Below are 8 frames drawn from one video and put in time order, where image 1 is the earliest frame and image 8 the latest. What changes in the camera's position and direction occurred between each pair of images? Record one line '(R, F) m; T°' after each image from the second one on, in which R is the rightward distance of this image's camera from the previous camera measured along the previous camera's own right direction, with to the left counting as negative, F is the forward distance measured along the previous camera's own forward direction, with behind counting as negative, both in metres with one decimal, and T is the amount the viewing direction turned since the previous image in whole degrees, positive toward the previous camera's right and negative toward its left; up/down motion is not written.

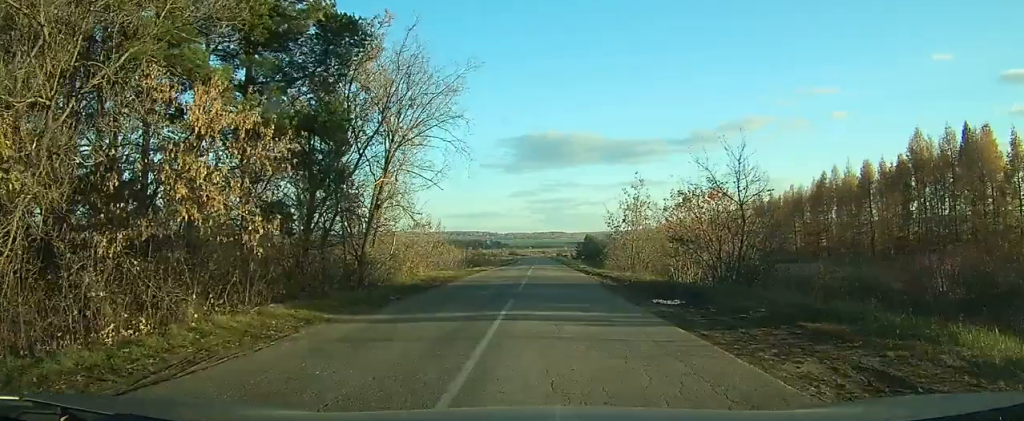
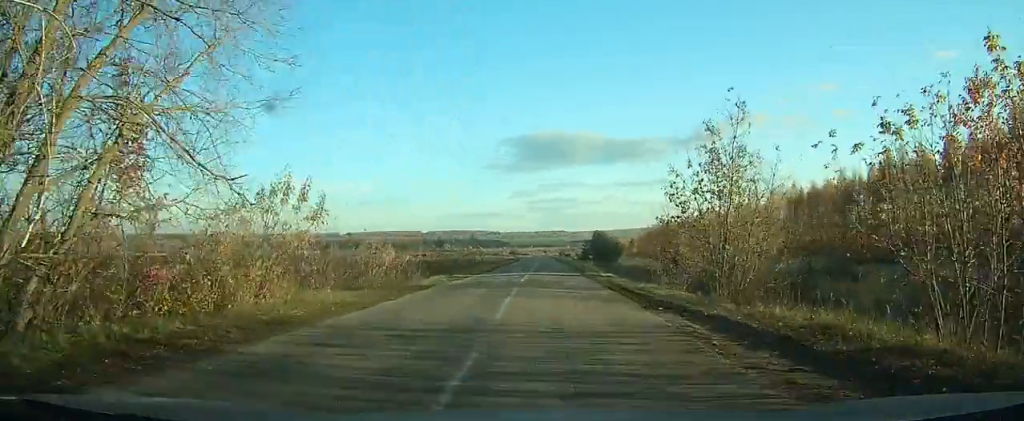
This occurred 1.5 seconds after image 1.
(+0.7, +21.1) m; +1°
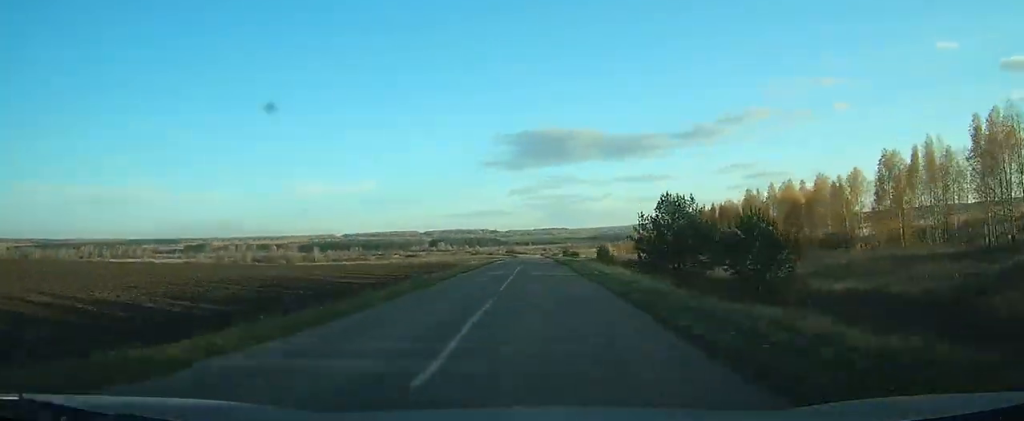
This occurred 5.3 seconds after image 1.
(-1.8, +65.4) m; -3°
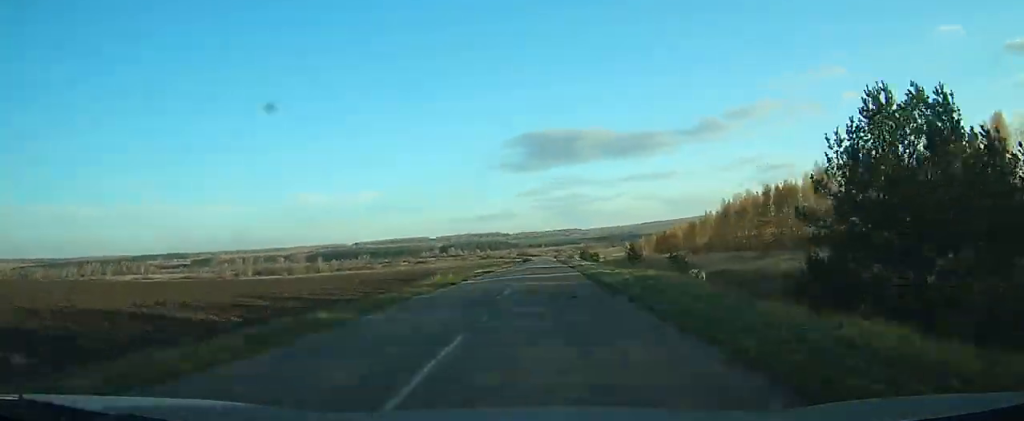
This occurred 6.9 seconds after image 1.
(-0.2, +28.8) m; -1°
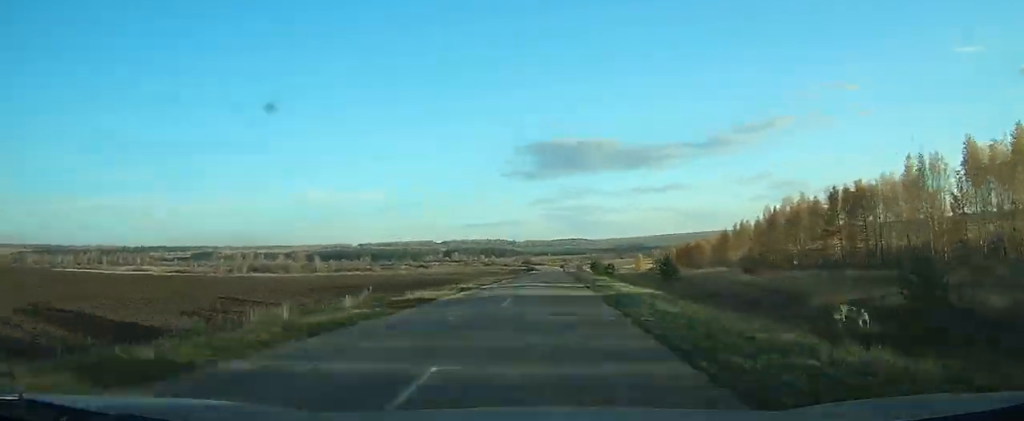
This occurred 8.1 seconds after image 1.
(-0.2, +25.2) m; 0°
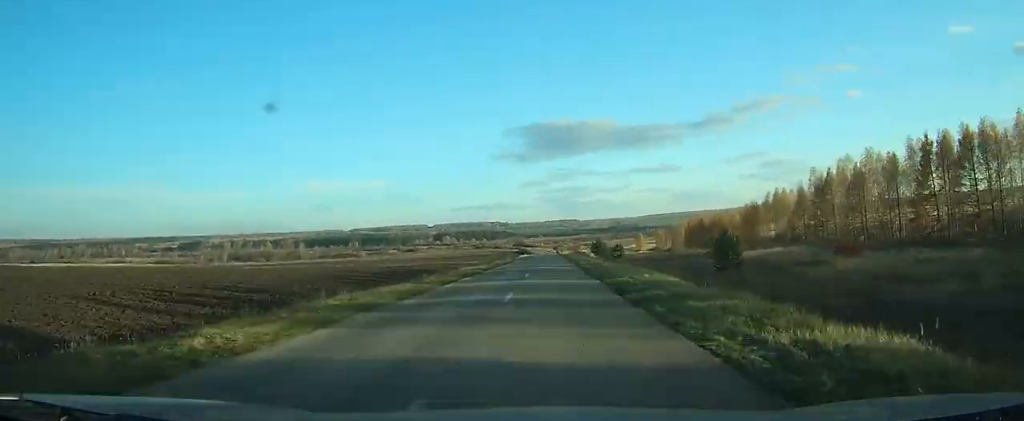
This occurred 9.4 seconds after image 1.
(0.0, +27.4) m; 0°
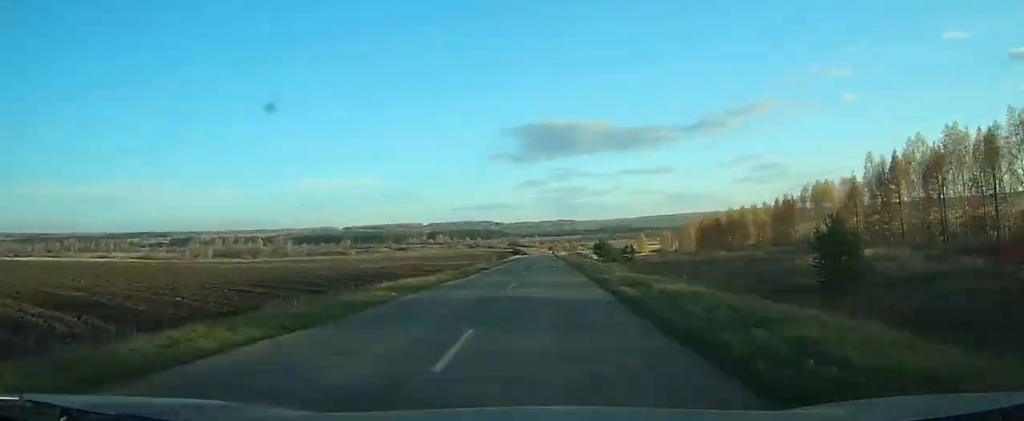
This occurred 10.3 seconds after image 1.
(0.0, +21.0) m; 0°
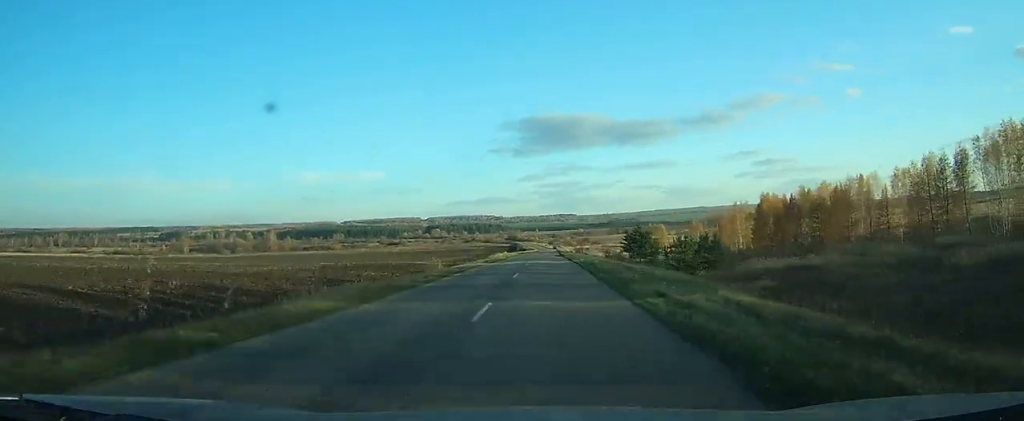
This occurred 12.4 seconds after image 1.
(0.0, +47.1) m; 0°
